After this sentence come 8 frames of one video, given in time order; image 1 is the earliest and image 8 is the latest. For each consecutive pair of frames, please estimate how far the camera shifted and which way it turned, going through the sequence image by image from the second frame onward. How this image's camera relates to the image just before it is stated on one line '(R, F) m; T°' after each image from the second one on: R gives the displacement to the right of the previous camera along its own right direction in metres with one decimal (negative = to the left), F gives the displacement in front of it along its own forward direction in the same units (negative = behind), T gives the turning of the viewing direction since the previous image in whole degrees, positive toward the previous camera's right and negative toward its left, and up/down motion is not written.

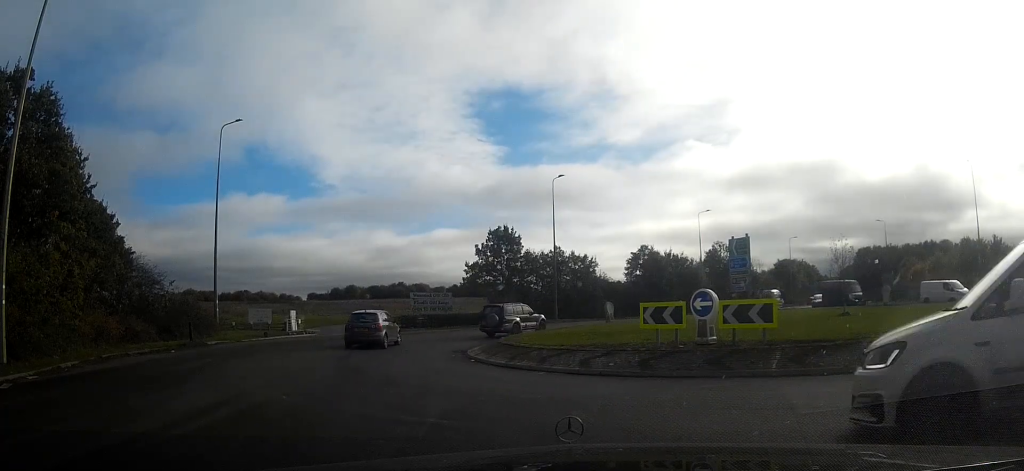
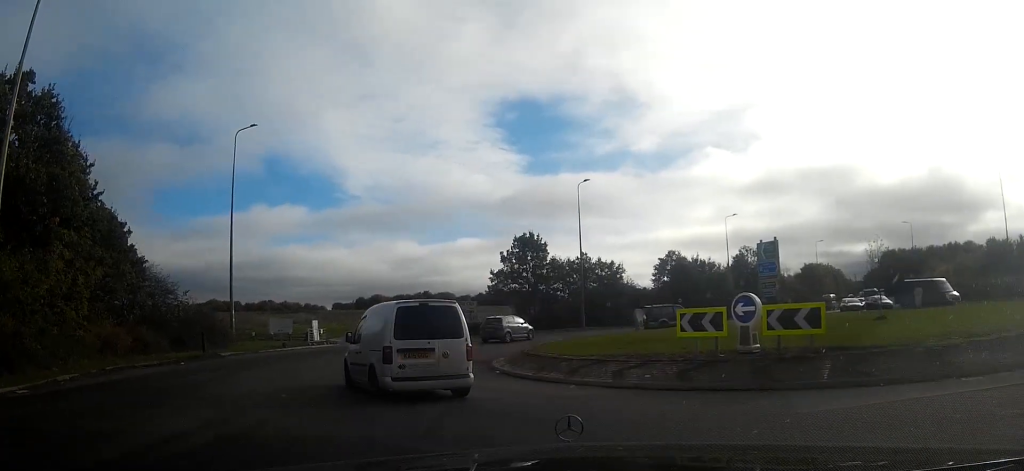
(+0.1, +0.8) m; -5°
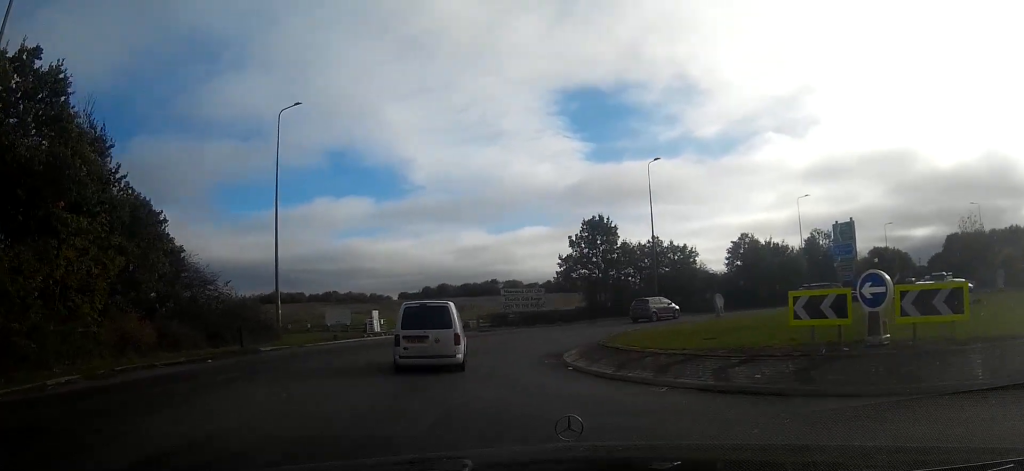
(-0.3, +1.1) m; -14°
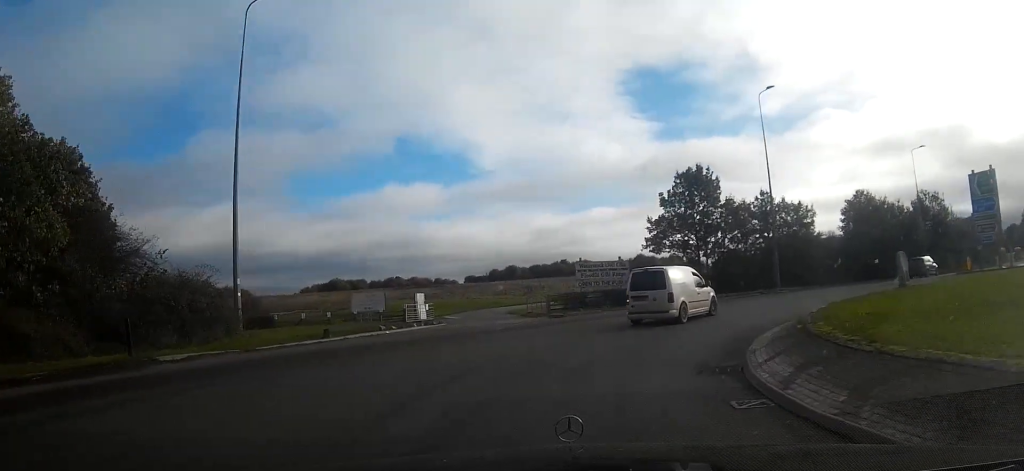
(-0.7, +9.4) m; -1°
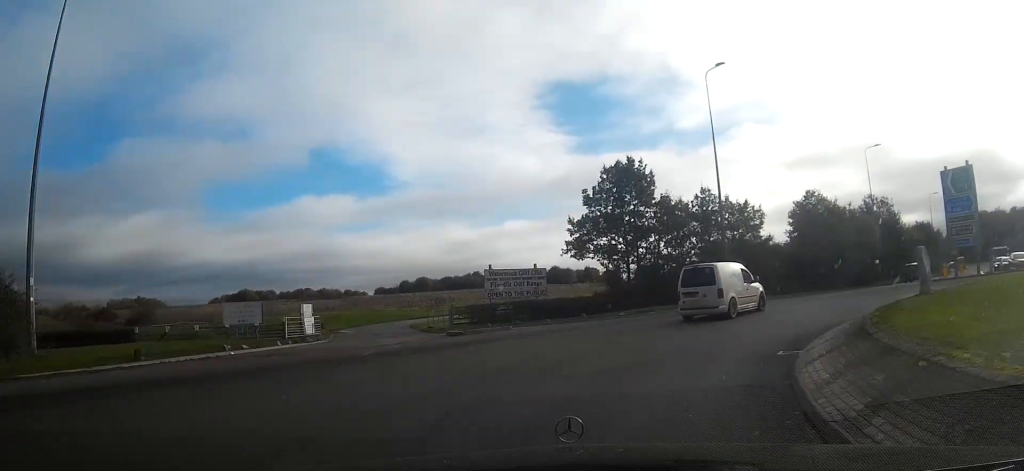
(+0.4, +5.9) m; +8°
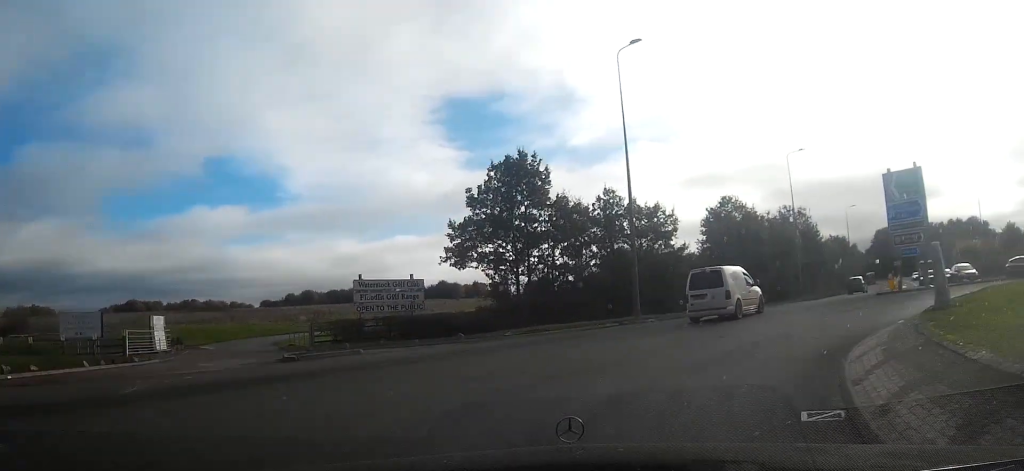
(+0.3, +5.4) m; +10°
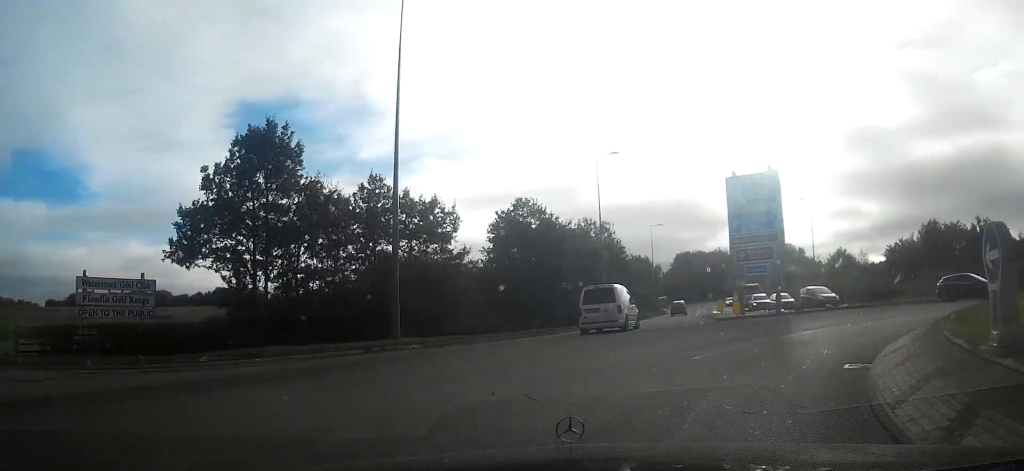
(+0.9, +7.6) m; +19°
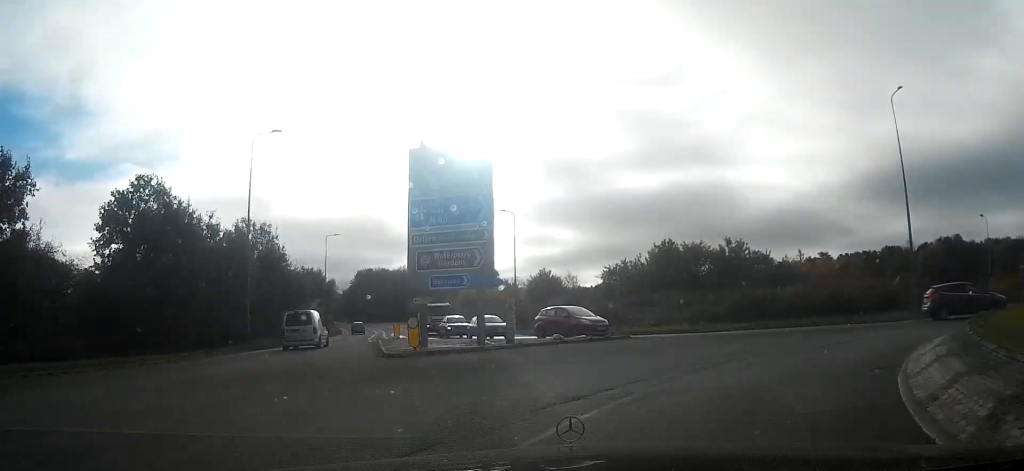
(+2.9, +10.1) m; +29°
